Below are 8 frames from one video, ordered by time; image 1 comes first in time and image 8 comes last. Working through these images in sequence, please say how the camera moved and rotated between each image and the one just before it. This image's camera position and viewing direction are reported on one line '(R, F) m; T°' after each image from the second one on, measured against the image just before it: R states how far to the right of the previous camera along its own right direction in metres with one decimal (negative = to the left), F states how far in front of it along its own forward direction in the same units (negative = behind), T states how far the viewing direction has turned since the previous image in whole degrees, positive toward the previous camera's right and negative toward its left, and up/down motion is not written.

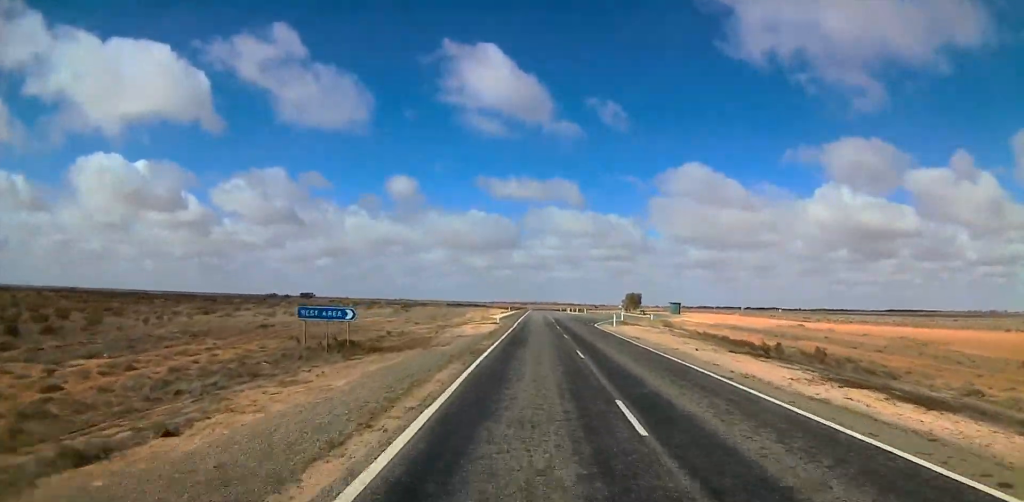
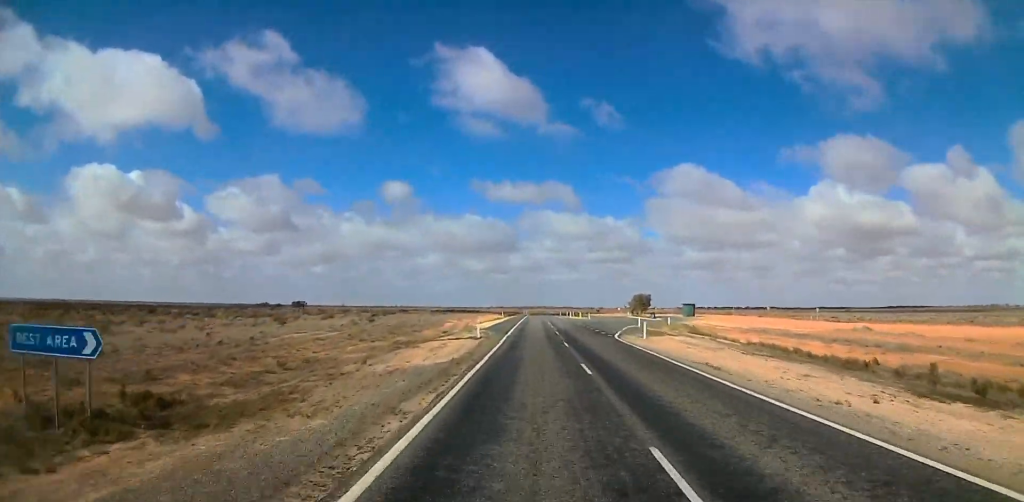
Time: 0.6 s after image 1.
(+0.2, +15.7) m; 0°
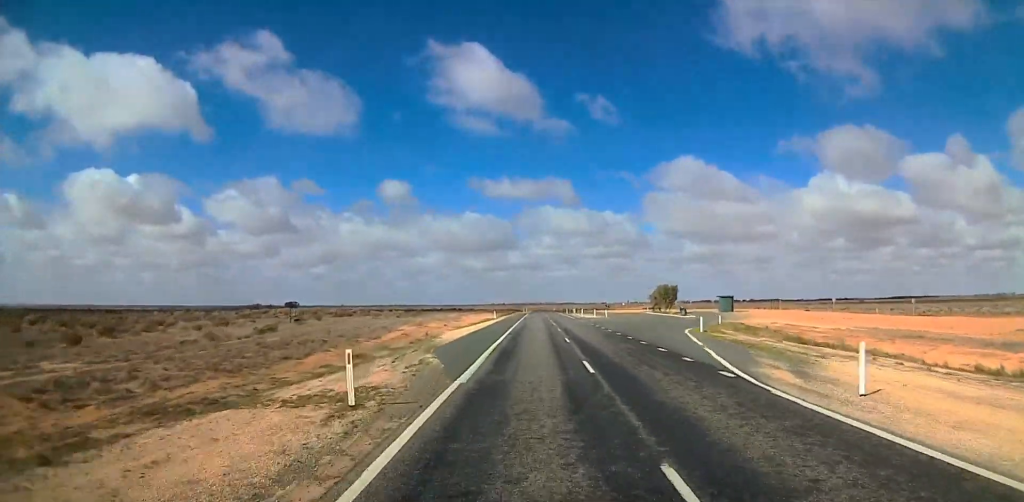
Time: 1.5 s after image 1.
(-0.2, +25.0) m; -1°
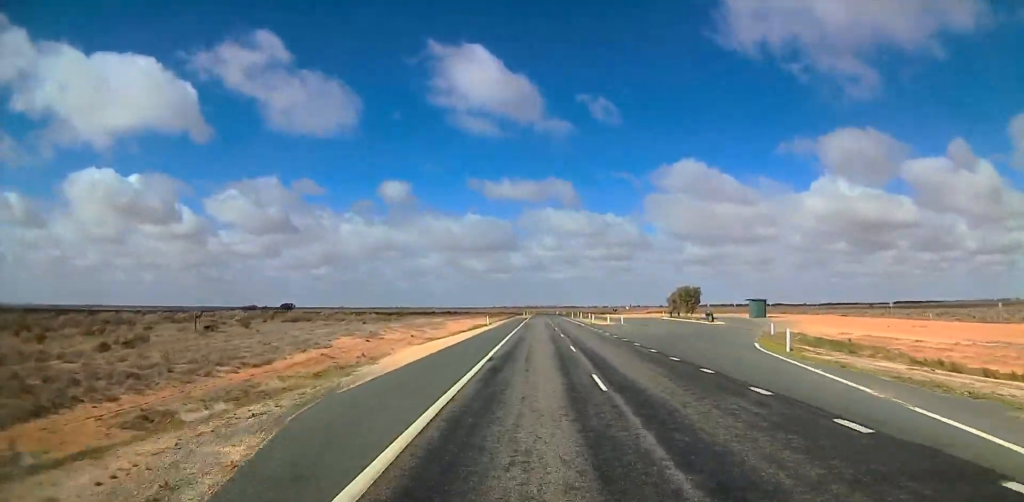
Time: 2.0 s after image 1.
(0.0, +15.0) m; 0°
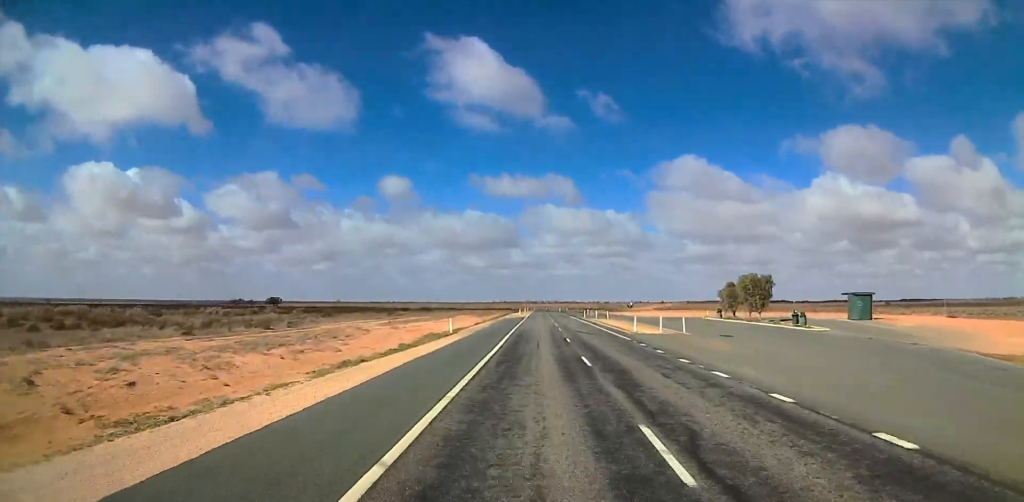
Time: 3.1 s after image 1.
(-0.3, +31.1) m; 0°
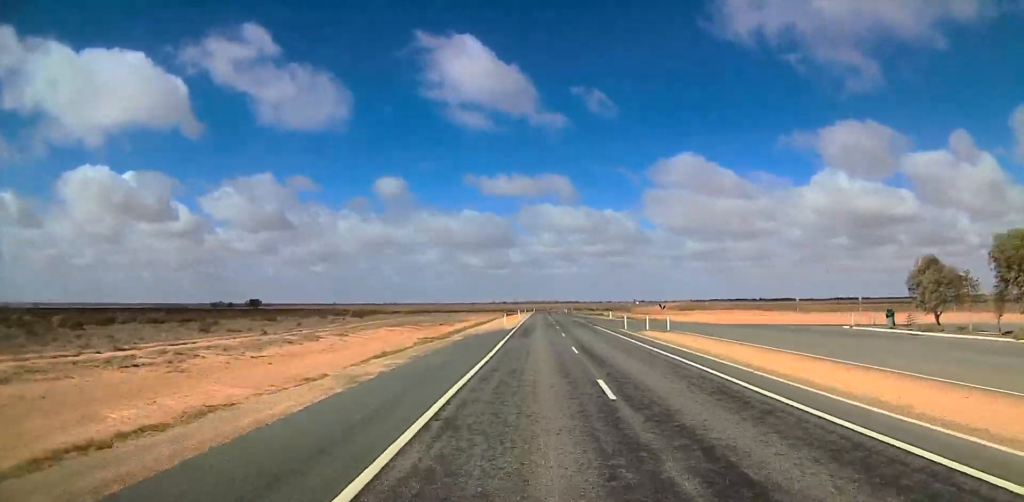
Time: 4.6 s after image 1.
(+0.2, +42.7) m; 0°
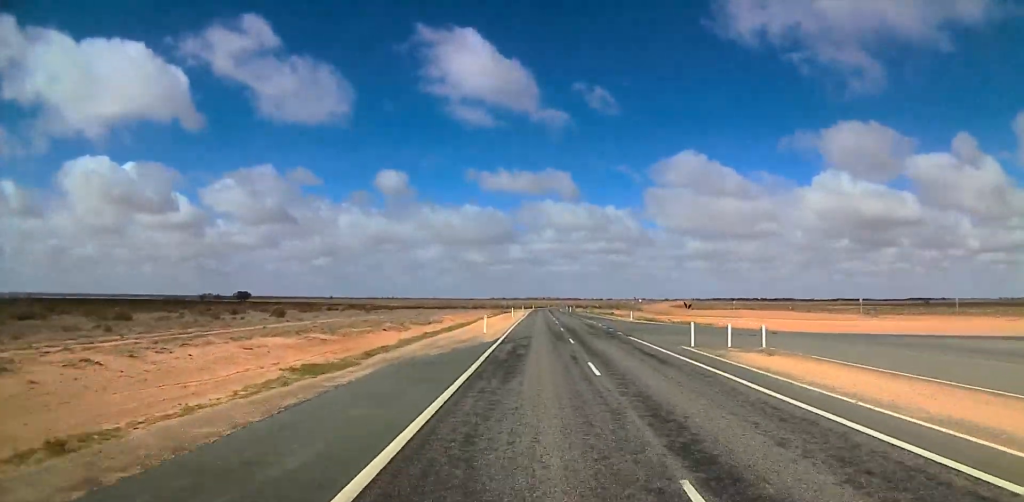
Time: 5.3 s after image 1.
(0.0, +20.9) m; 0°
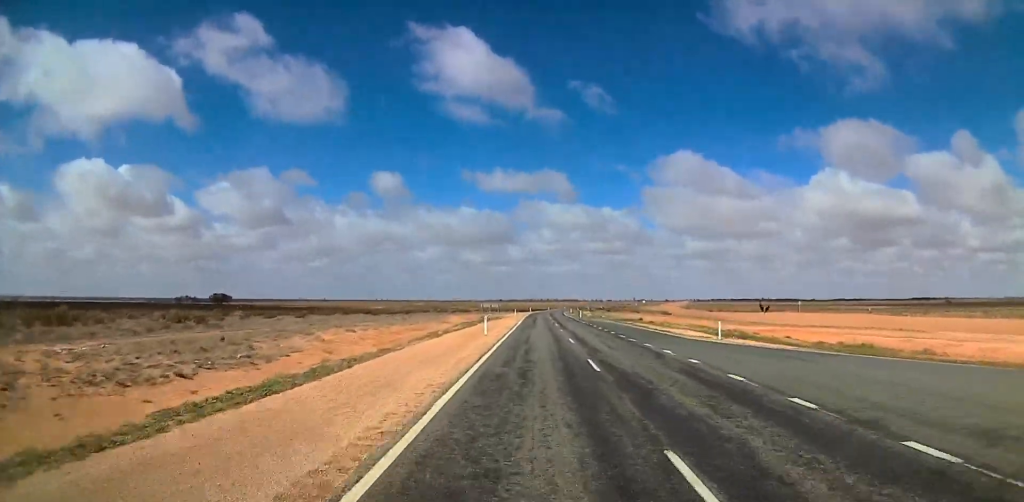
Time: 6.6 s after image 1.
(-0.4, +35.0) m; -1°
